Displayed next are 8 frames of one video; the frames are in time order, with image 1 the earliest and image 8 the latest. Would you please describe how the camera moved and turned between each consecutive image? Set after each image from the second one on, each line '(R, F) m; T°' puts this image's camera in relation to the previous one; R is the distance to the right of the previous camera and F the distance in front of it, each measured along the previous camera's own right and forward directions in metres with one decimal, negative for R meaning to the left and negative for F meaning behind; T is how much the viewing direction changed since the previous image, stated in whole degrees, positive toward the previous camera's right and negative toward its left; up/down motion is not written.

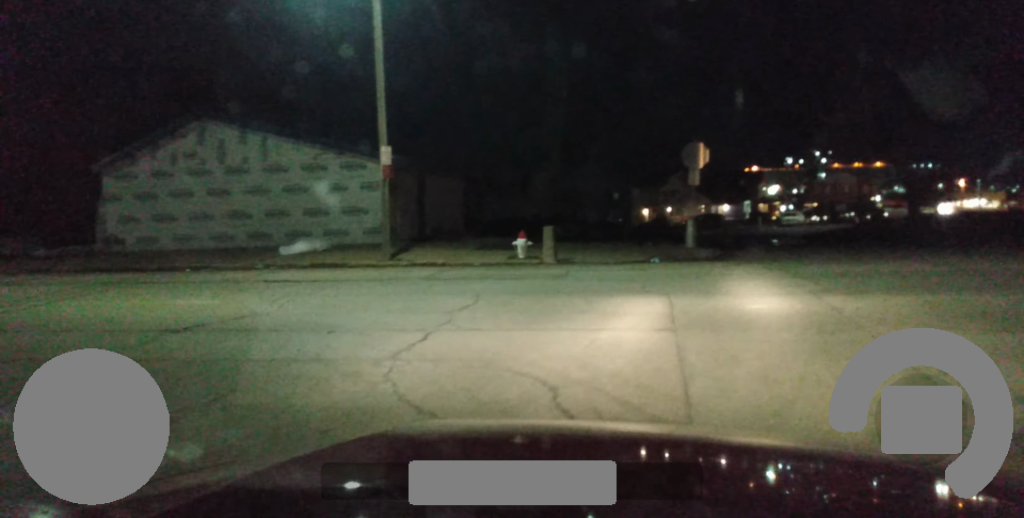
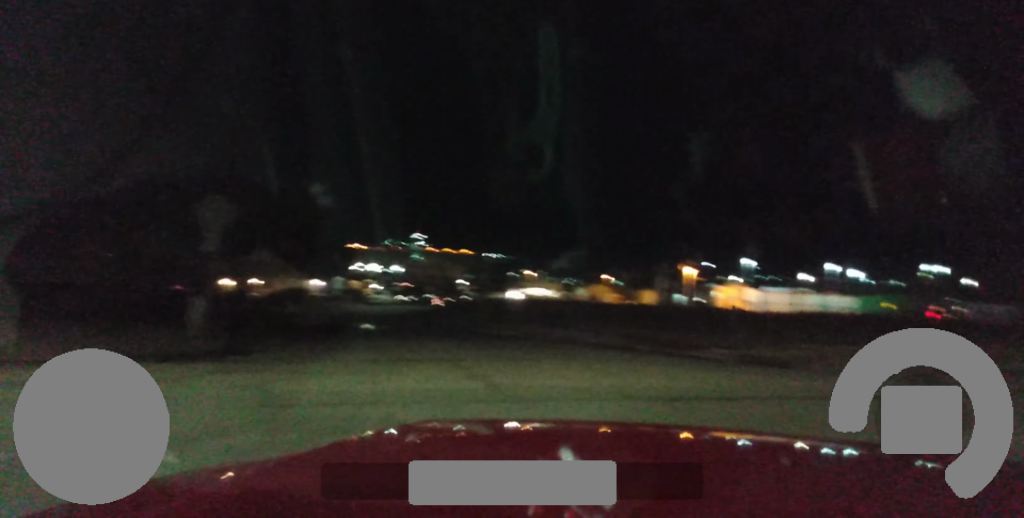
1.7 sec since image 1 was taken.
(+0.4, +3.7) m; +31°
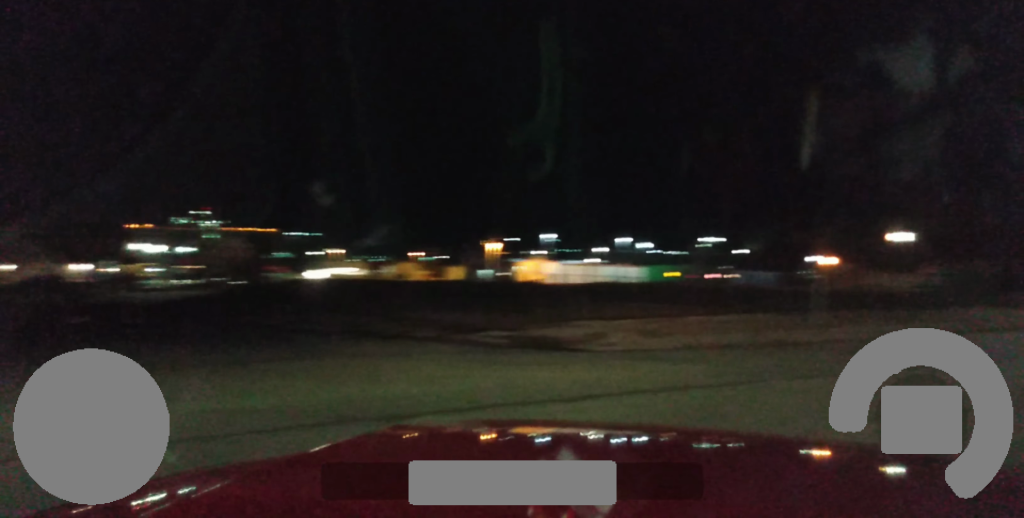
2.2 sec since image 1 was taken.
(-0.2, +1.5) m; +23°
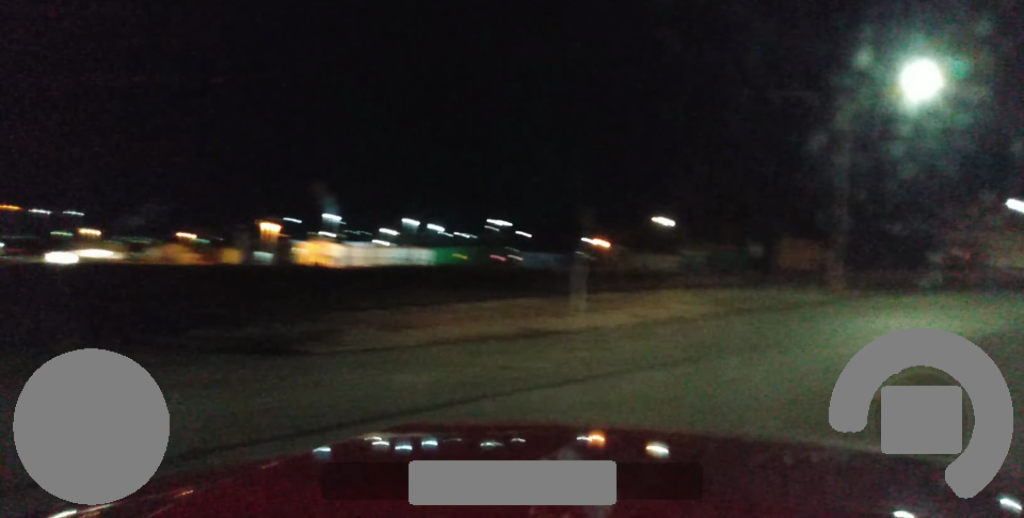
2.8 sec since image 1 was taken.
(+0.9, +2.0) m; +18°
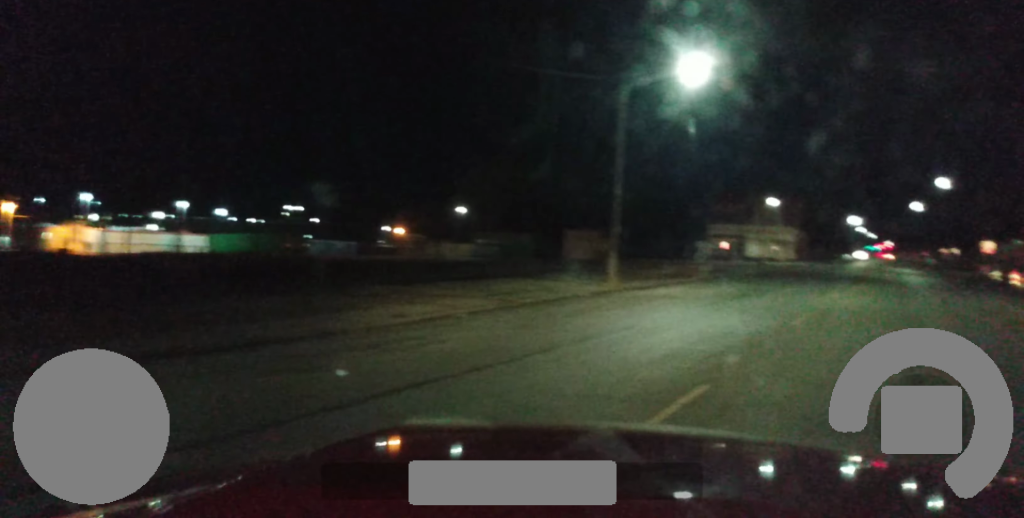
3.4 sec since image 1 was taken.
(+0.5, +2.7) m; +14°
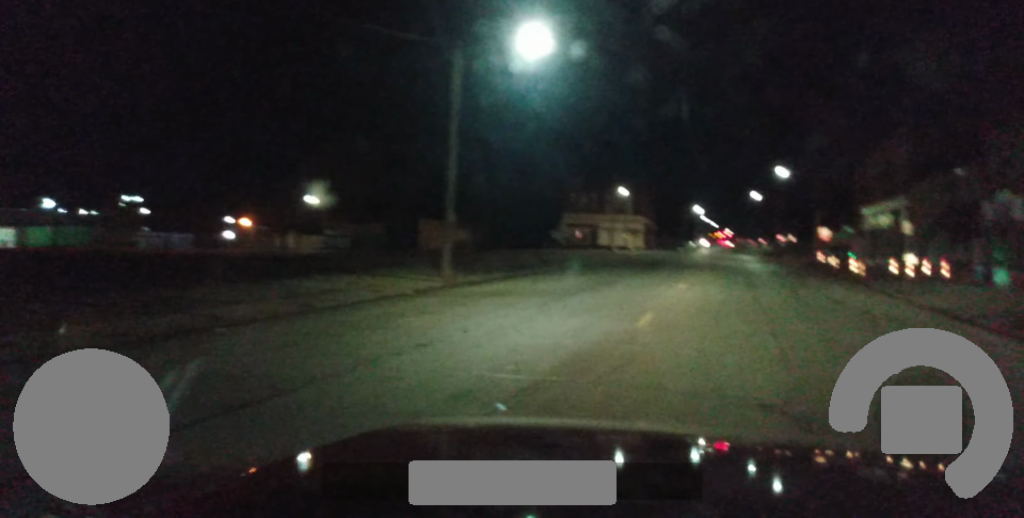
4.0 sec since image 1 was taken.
(+0.1, +4.3) m; +8°
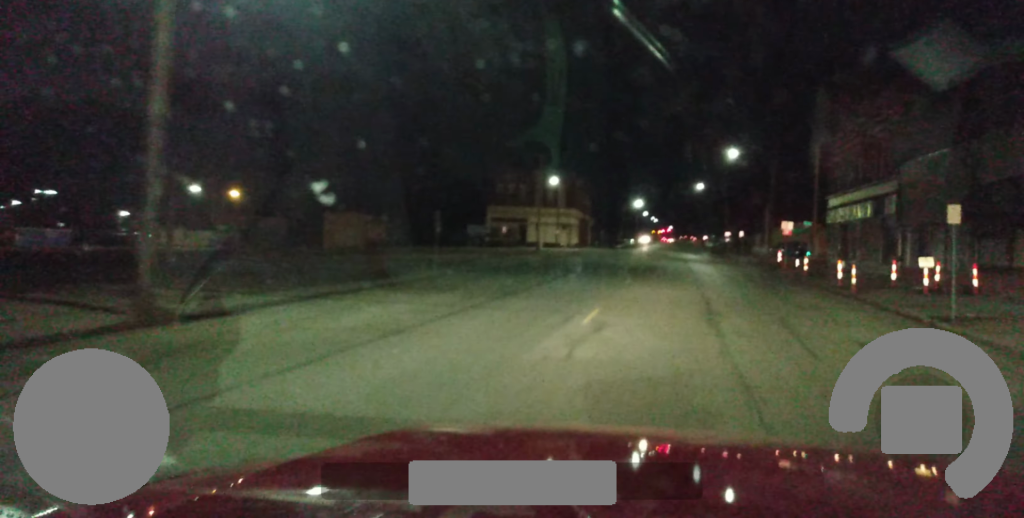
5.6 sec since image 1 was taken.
(+2.5, +12.6) m; +15°
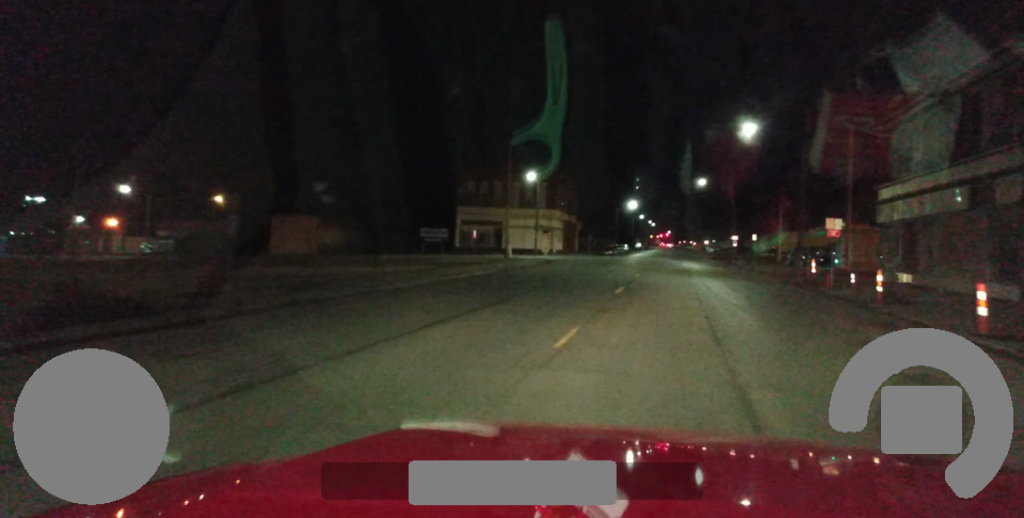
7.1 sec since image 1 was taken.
(+0.4, +14.7) m; +2°
